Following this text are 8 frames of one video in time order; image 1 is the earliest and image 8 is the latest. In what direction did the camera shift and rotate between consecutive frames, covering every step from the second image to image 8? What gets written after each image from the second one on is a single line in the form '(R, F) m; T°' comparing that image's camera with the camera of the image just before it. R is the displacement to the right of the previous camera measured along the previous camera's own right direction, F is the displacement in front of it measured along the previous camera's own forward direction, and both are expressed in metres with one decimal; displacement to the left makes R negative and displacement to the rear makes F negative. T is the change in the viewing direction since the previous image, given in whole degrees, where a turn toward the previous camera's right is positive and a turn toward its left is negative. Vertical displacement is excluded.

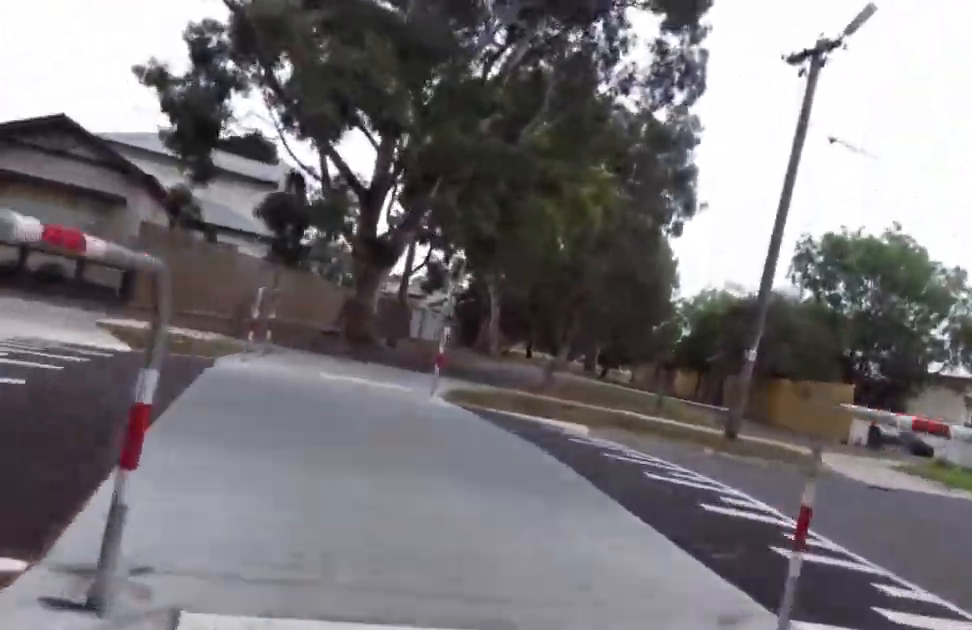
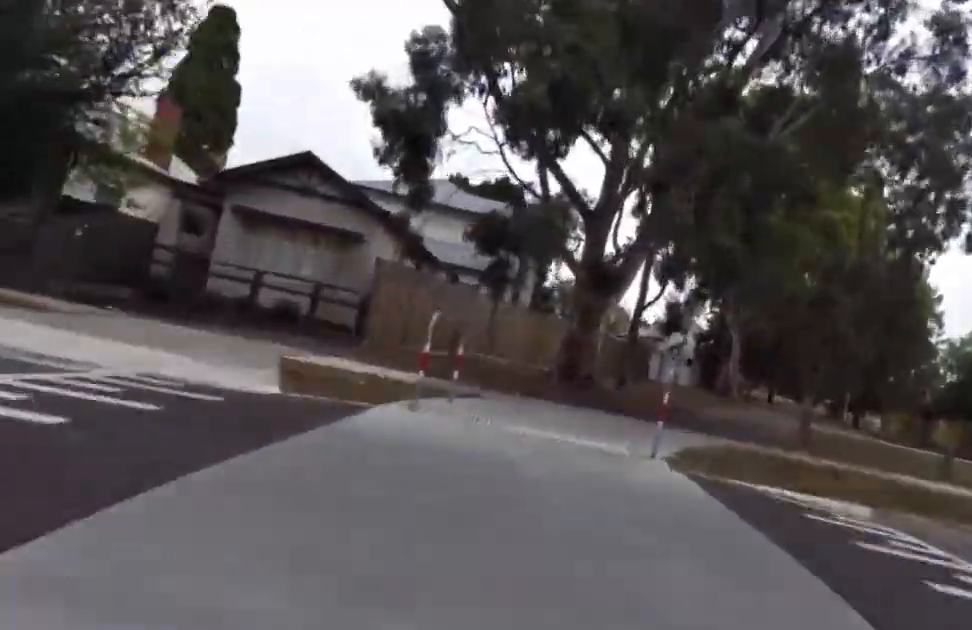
(-0.4, +3.2) m; -1°
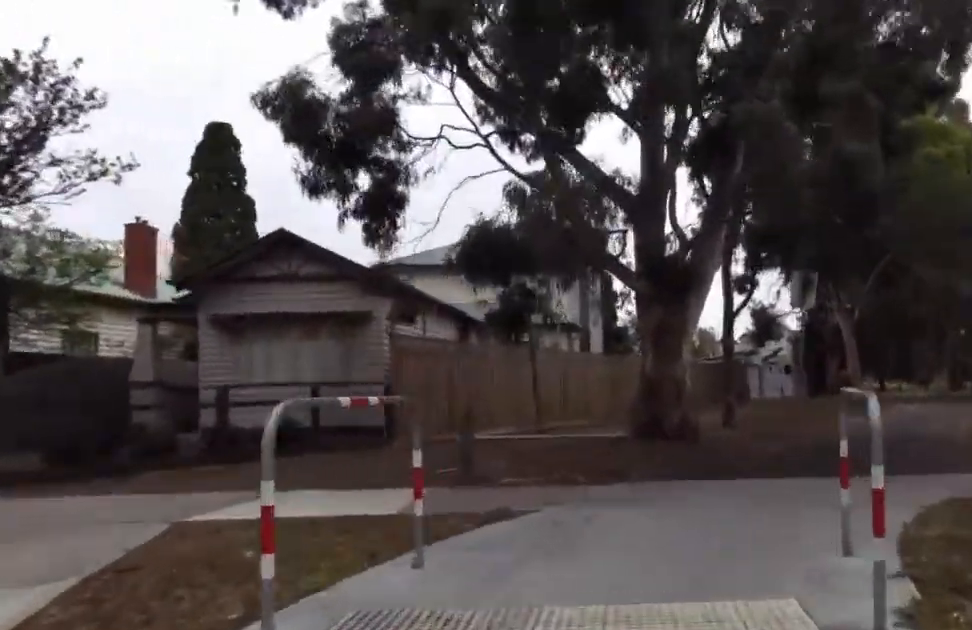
(0.0, +4.6) m; 0°
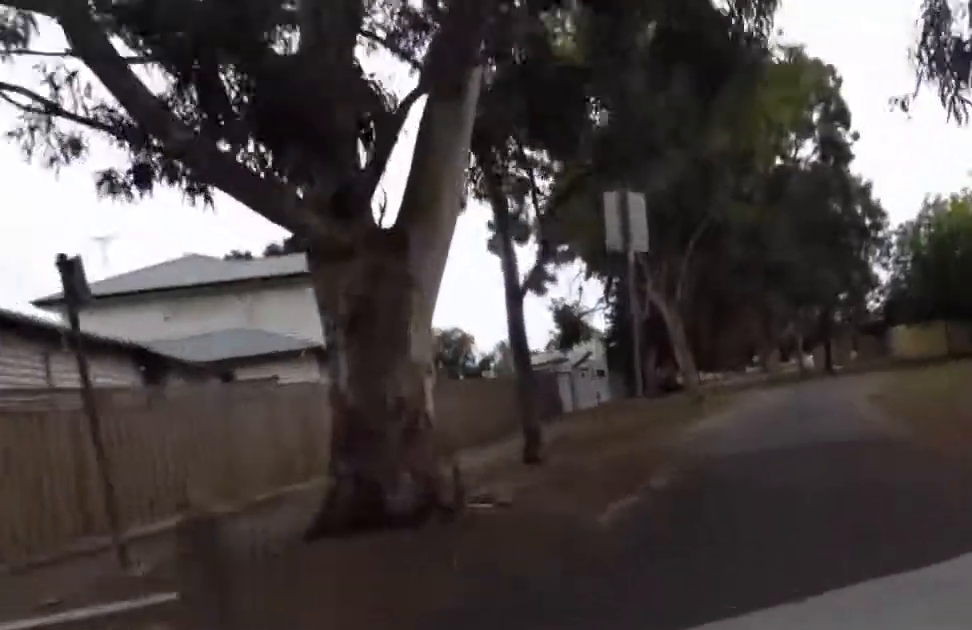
(+0.1, +5.1) m; +1°
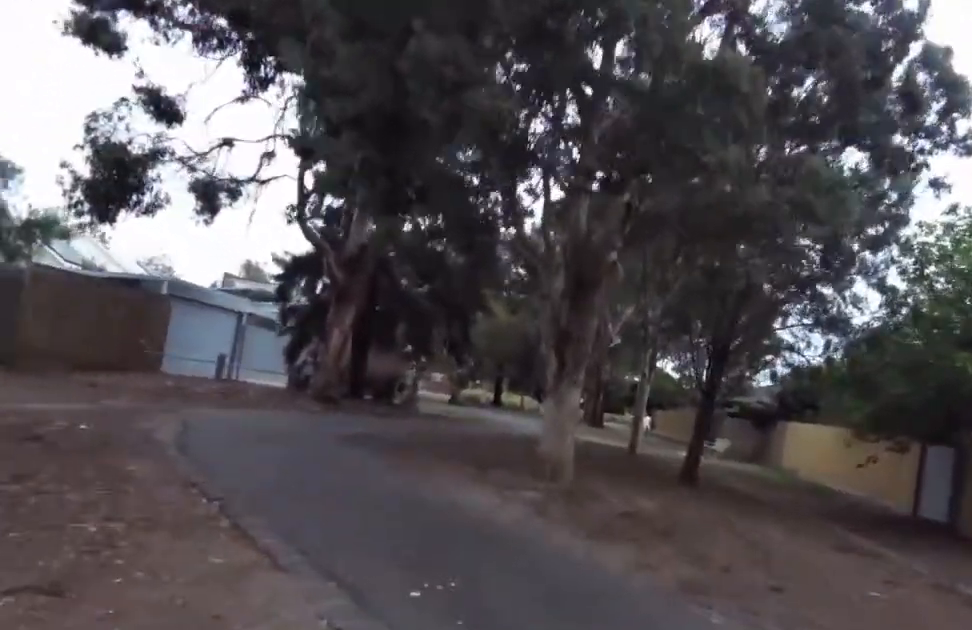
(+0.9, +19.5) m; -5°
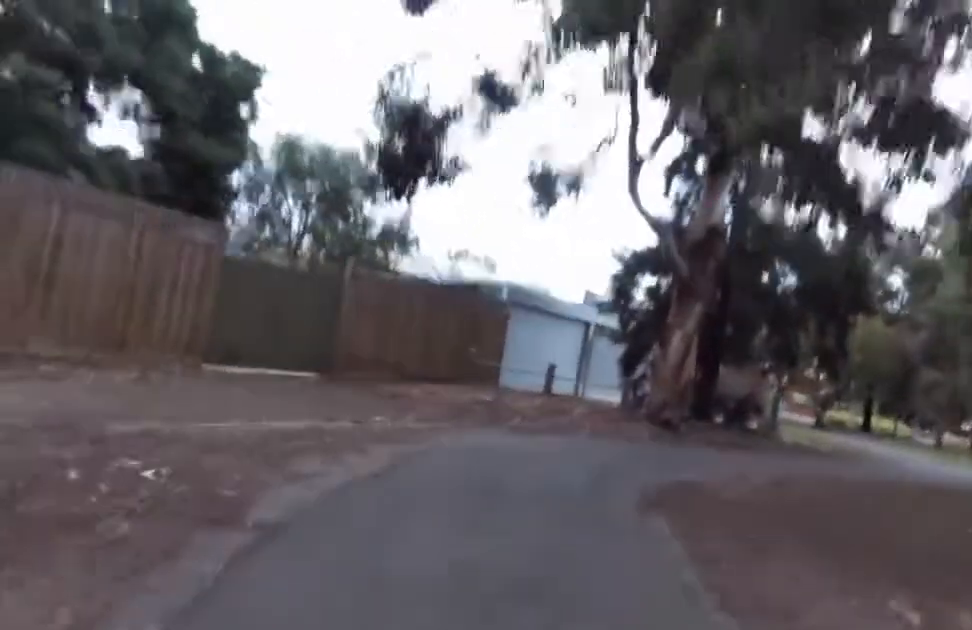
(-0.2, +5.7) m; +2°
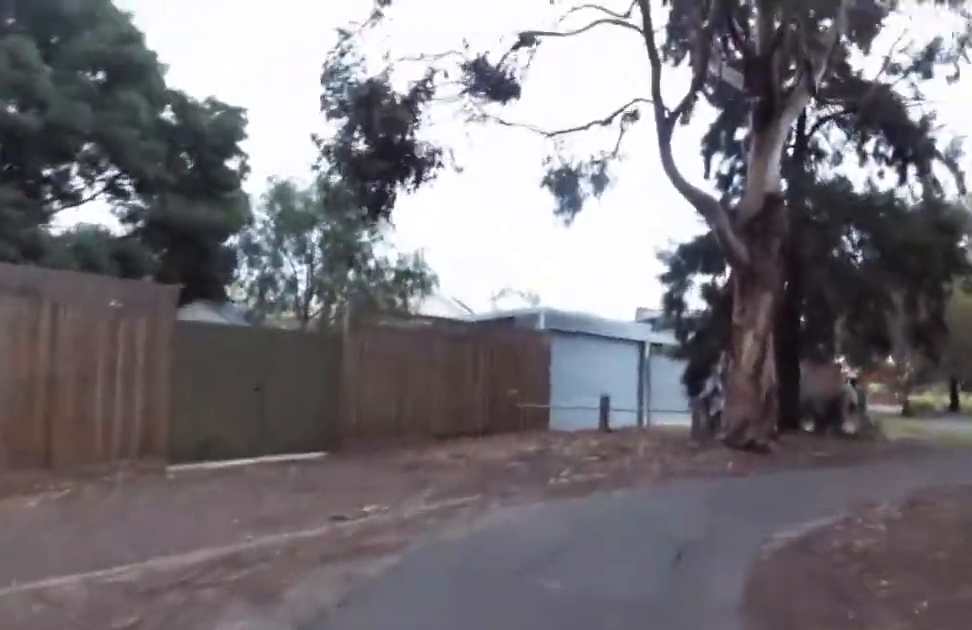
(0.0, +2.7) m; +2°
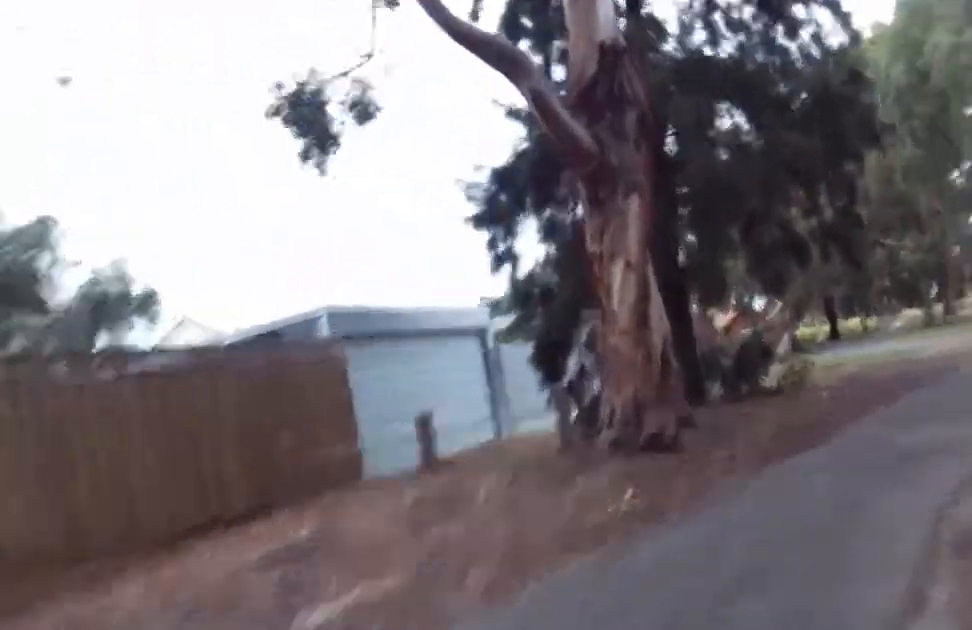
(+0.5, +4.2) m; 0°
